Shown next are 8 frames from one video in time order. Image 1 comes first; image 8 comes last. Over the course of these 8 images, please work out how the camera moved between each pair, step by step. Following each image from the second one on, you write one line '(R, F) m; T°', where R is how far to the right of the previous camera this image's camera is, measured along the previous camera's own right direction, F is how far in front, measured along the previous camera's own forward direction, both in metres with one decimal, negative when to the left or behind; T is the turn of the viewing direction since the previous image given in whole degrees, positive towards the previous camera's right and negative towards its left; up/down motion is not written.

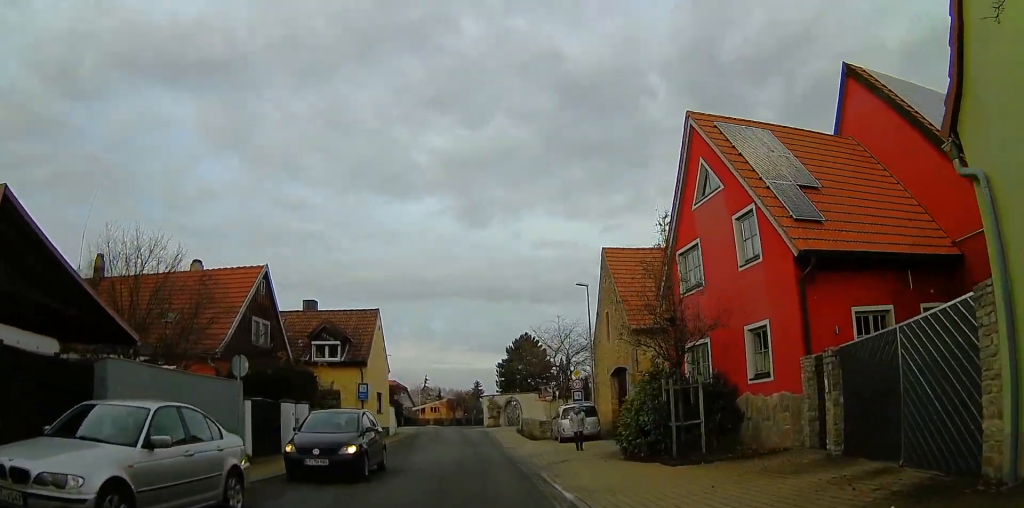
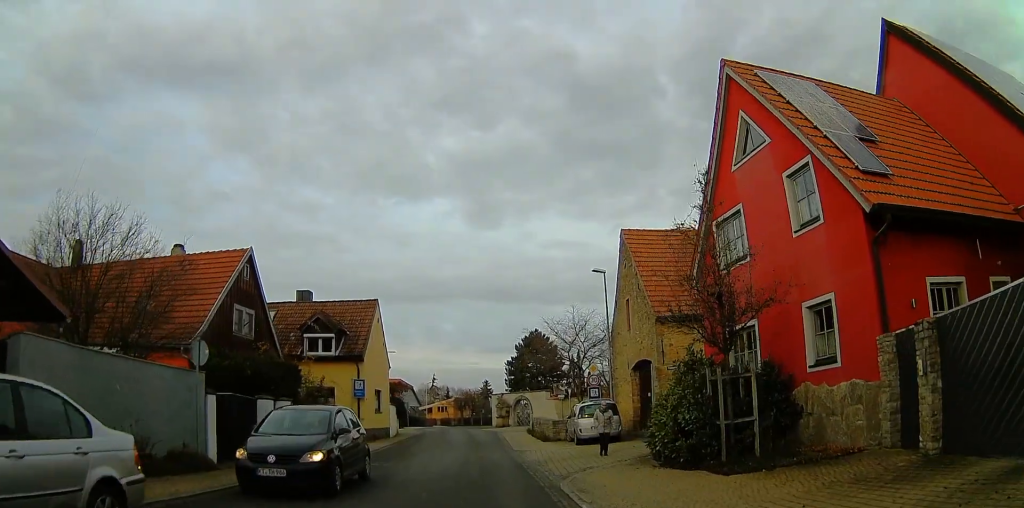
(+0.4, +3.1) m; +3°
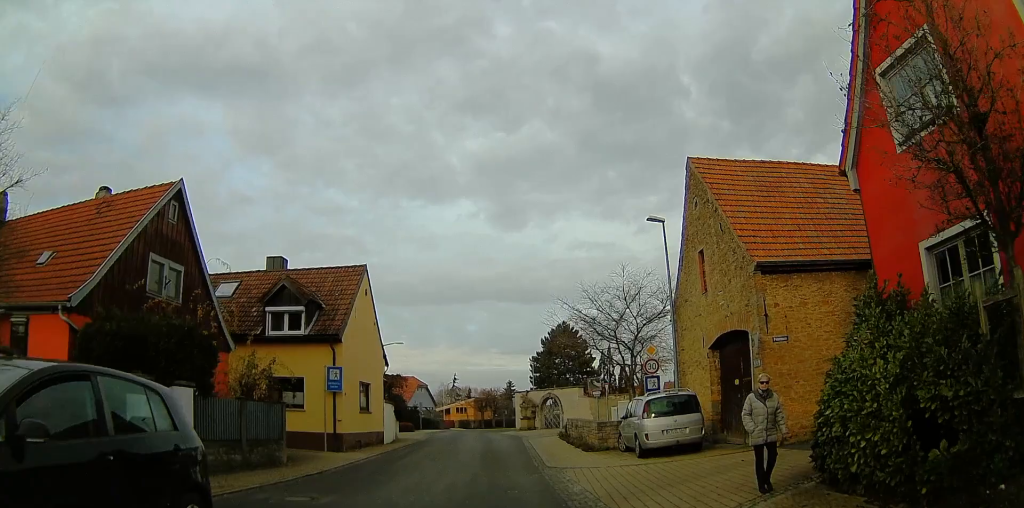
(+0.6, +8.9) m; -1°
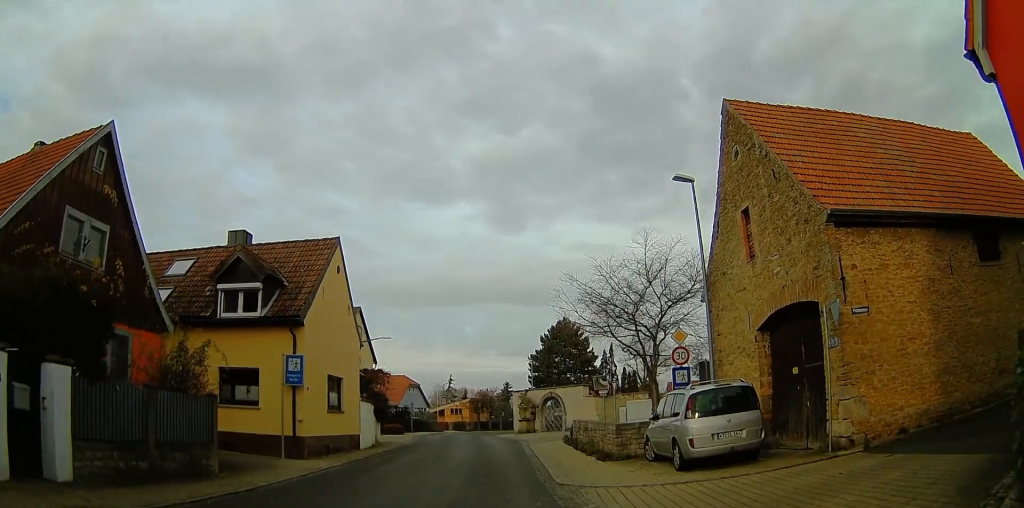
(-0.4, +4.3) m; -1°
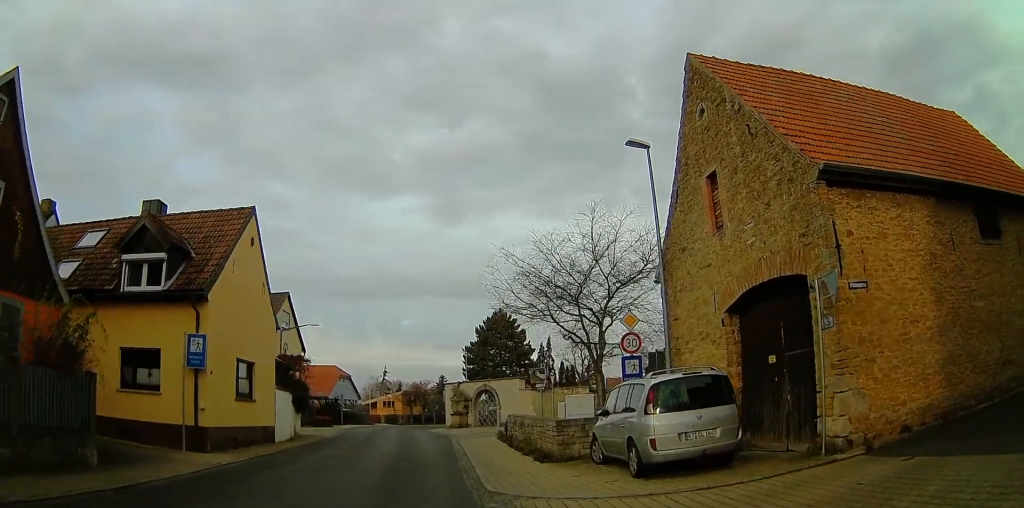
(+0.1, +2.6) m; +4°
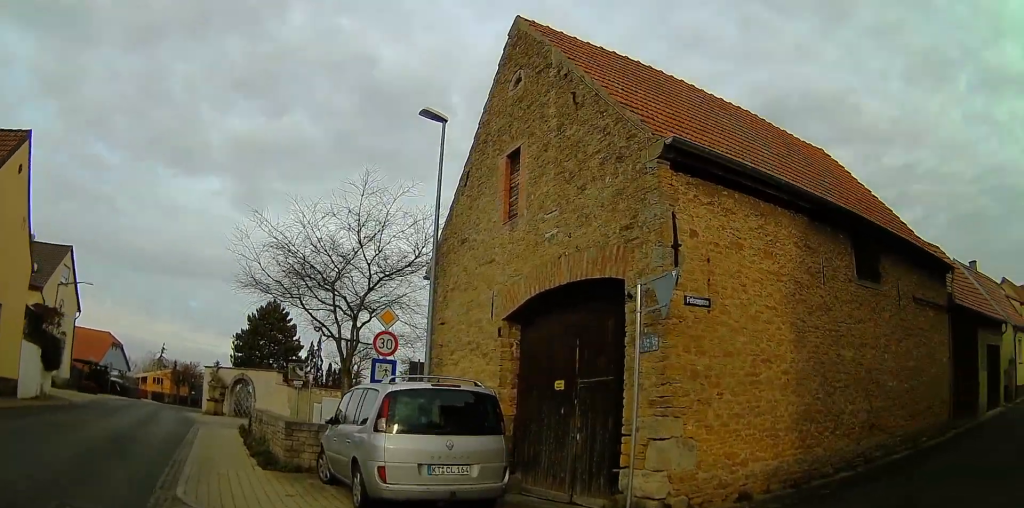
(+0.2, +3.0) m; +8°
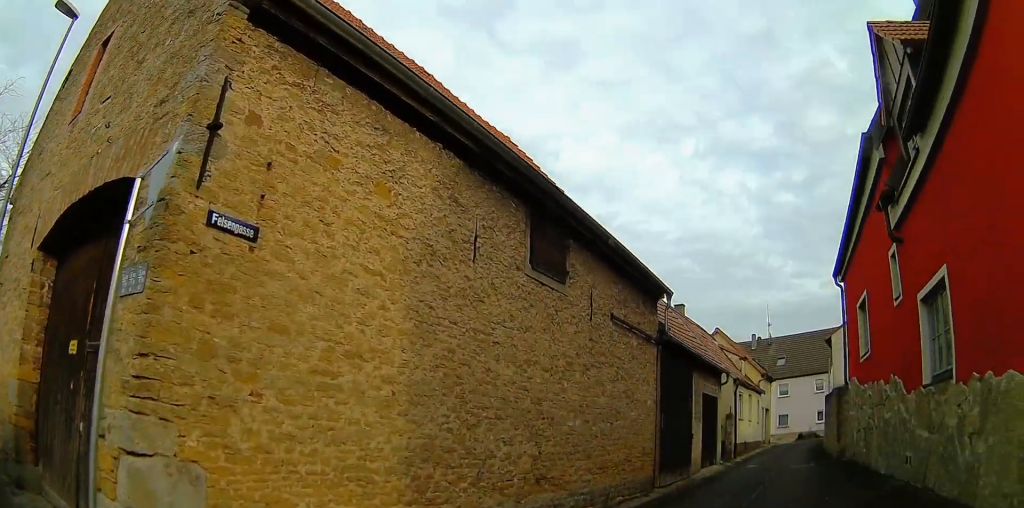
(+0.2, +2.5) m; +29°
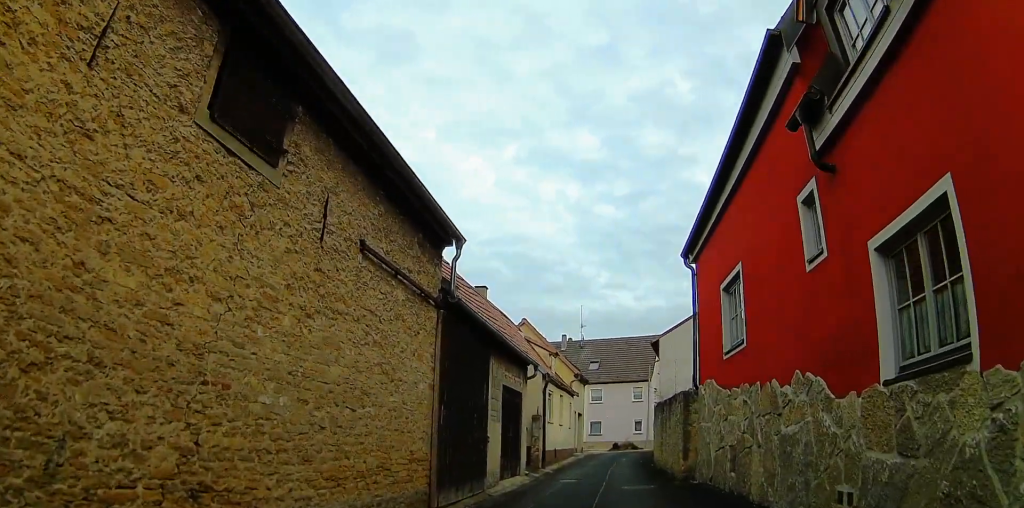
(+0.5, +1.5) m; +45°
